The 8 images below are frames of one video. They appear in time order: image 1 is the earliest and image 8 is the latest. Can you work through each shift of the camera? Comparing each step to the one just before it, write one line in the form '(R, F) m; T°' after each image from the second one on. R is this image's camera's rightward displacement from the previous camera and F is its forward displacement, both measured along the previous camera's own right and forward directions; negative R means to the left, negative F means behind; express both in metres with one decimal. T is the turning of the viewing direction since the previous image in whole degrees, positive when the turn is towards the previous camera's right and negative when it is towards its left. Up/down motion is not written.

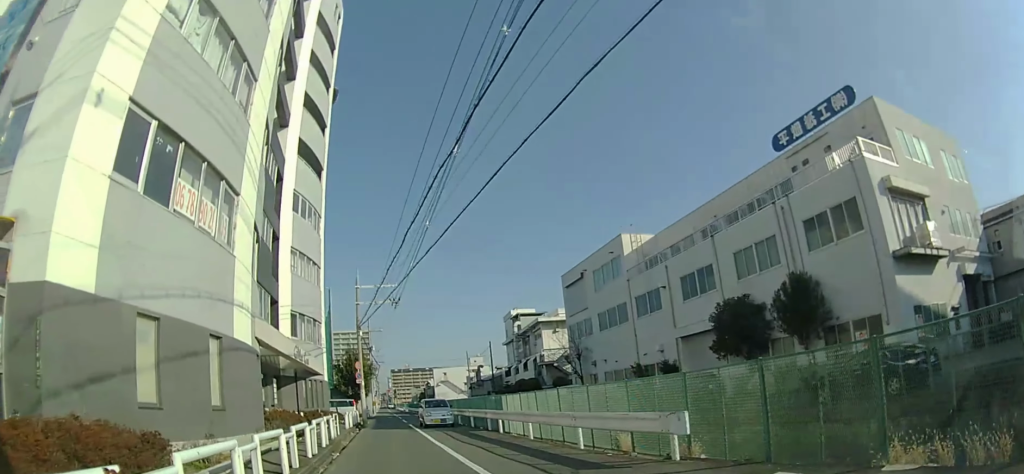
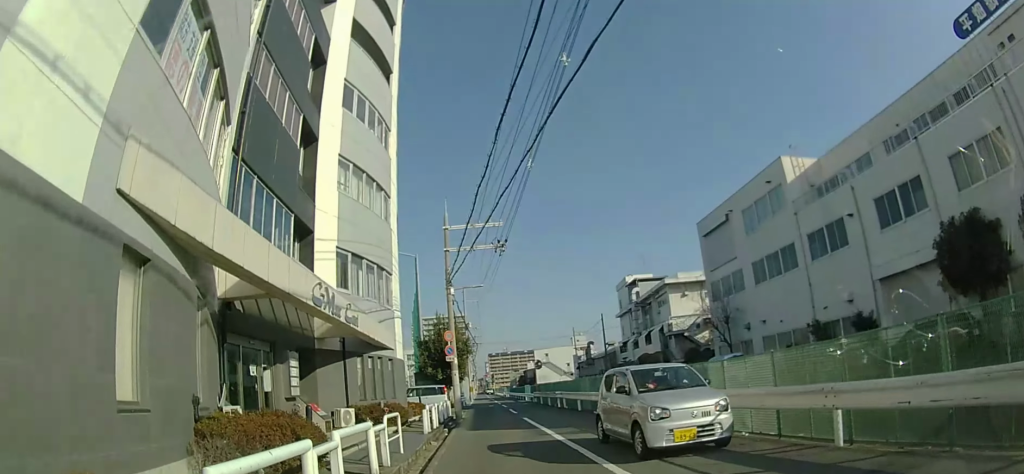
(0.0, +5.2) m; 0°
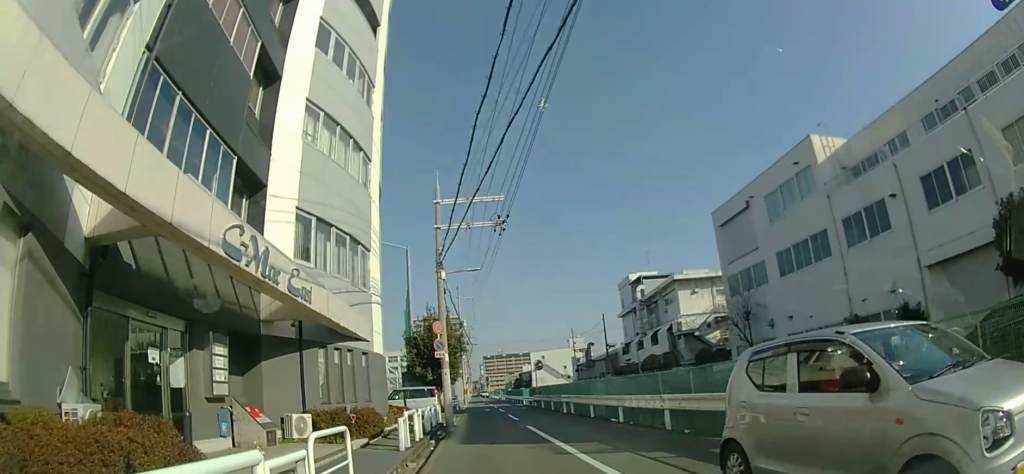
(0.0, +2.5) m; 0°
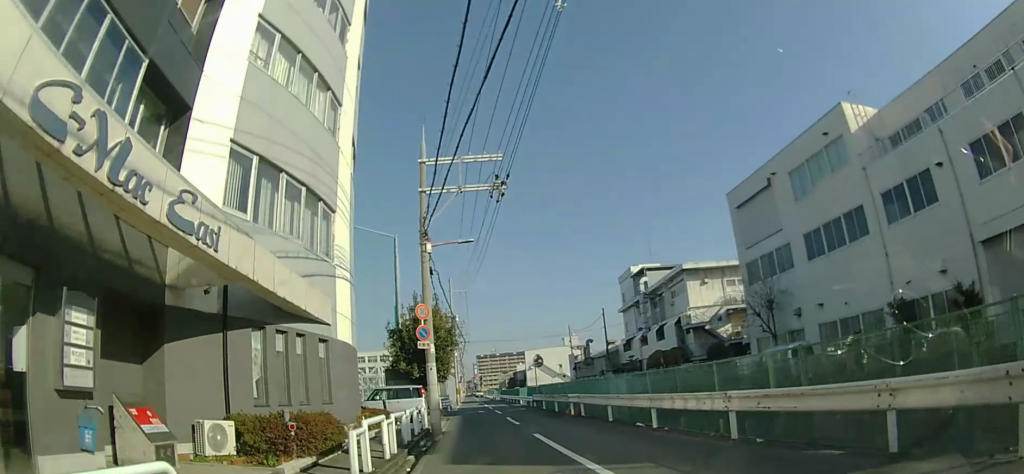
(0.0, +2.4) m; 0°
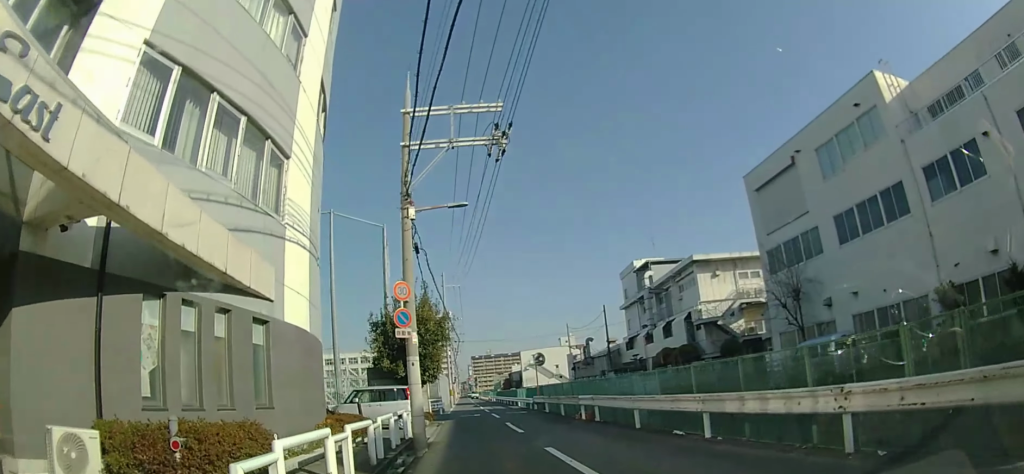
(0.0, +3.3) m; 0°
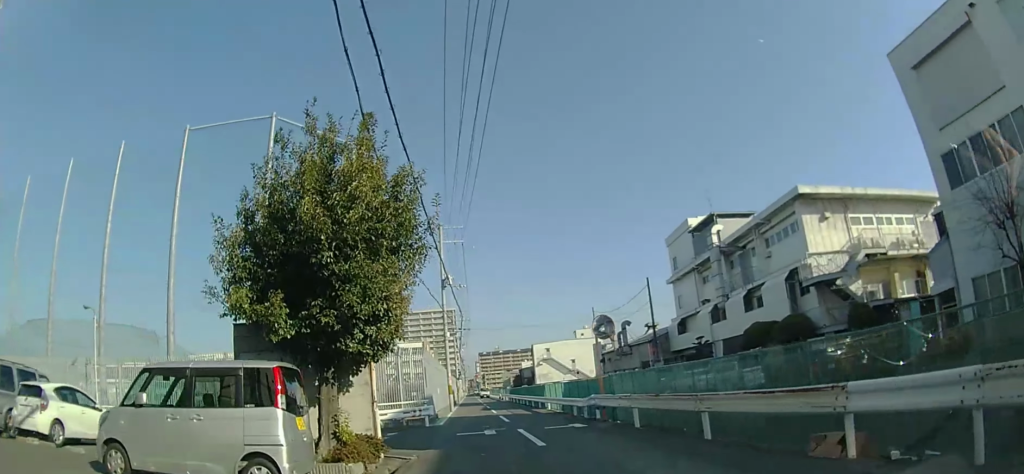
(-0.1, +15.7) m; -2°
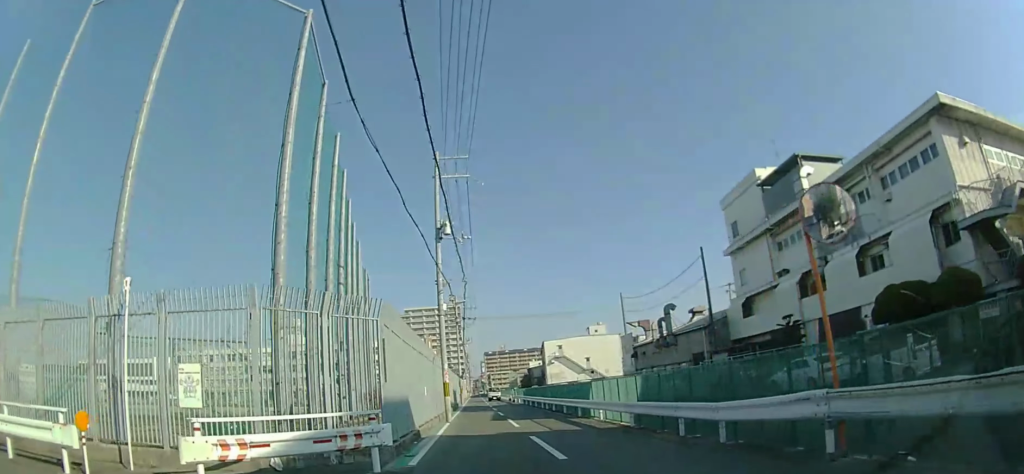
(-0.7, +12.3) m; -5°
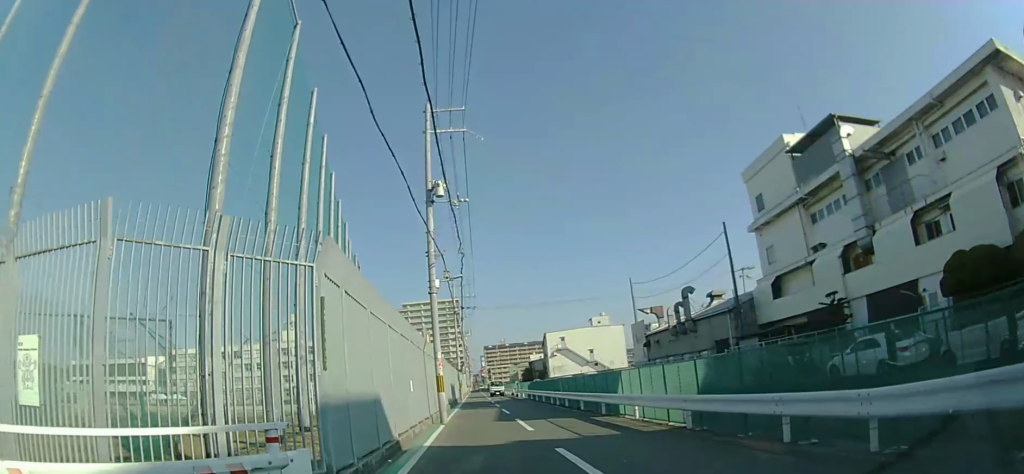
(-0.2, +4.9) m; -1°
